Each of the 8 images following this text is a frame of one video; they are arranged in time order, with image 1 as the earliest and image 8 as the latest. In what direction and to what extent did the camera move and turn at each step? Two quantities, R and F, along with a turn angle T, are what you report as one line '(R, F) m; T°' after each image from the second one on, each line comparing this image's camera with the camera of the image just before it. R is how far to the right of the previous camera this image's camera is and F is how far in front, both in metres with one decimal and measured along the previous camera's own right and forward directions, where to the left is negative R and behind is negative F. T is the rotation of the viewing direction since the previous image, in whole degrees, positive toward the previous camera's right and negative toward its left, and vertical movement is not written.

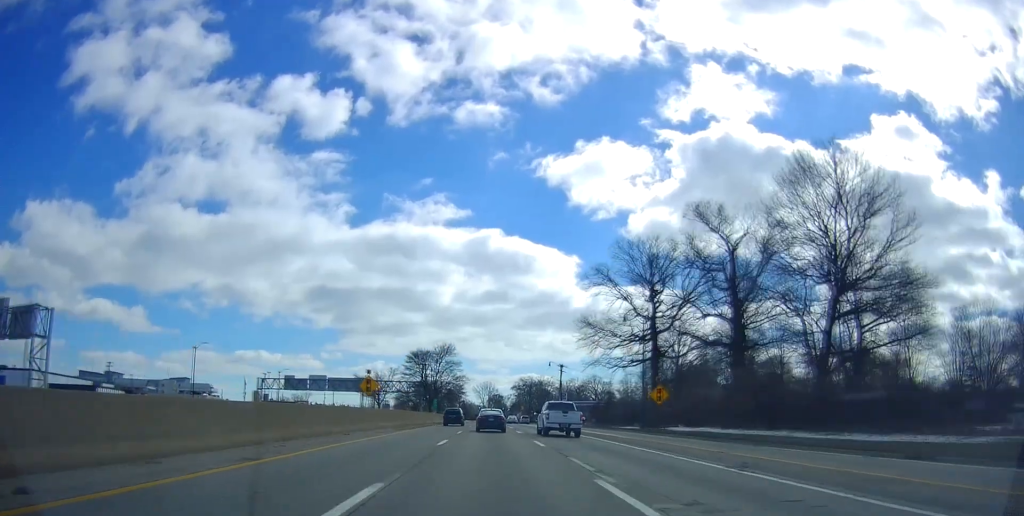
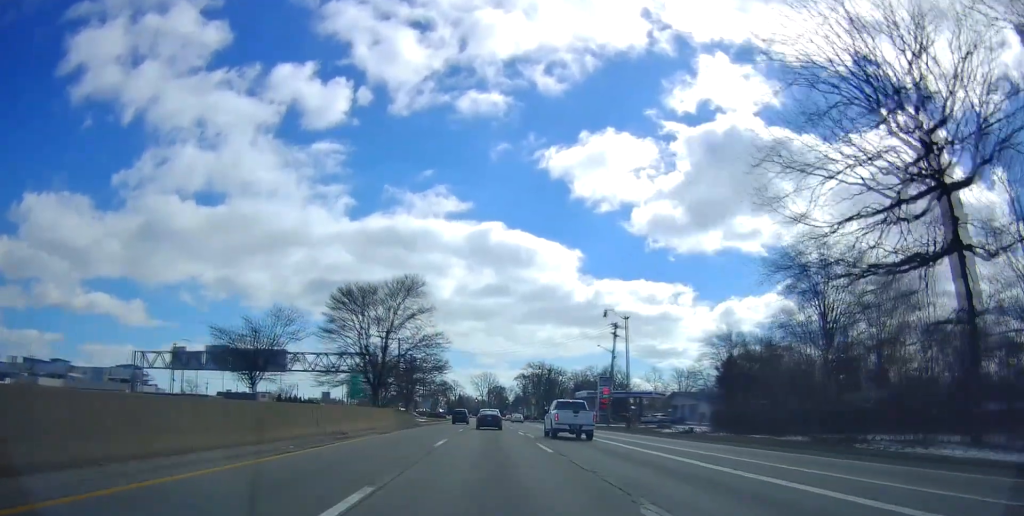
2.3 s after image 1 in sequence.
(+0.4, +49.0) m; 0°
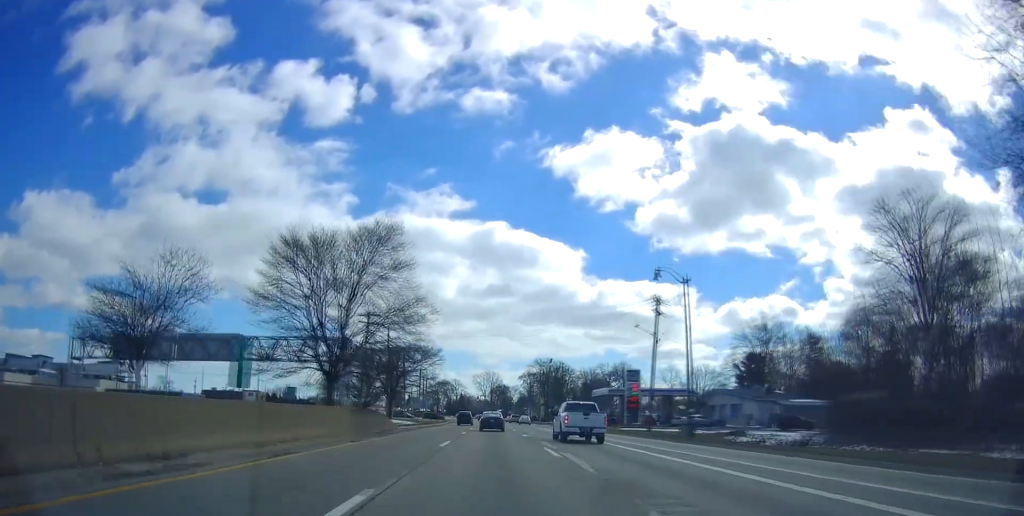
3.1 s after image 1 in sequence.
(-0.4, +15.2) m; 0°
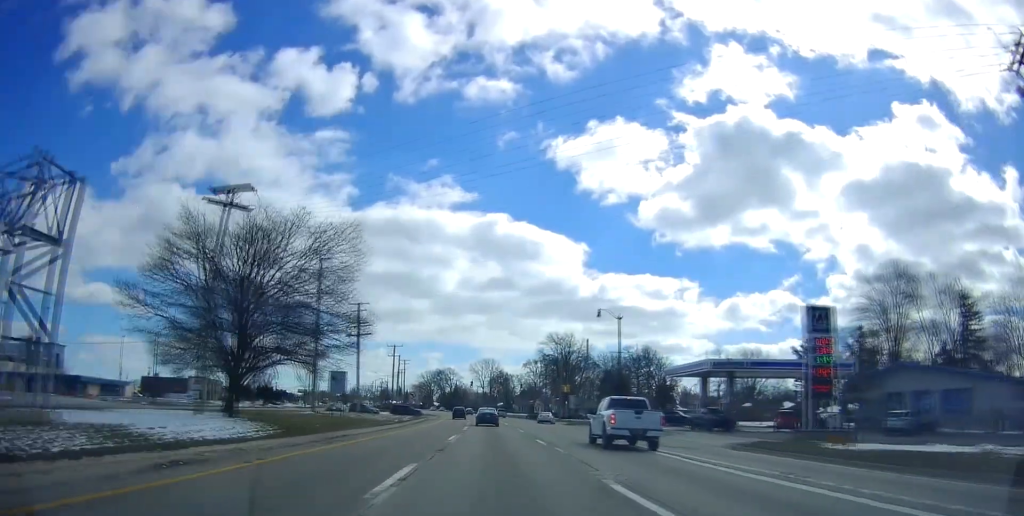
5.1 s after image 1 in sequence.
(+0.7, +42.0) m; +1°
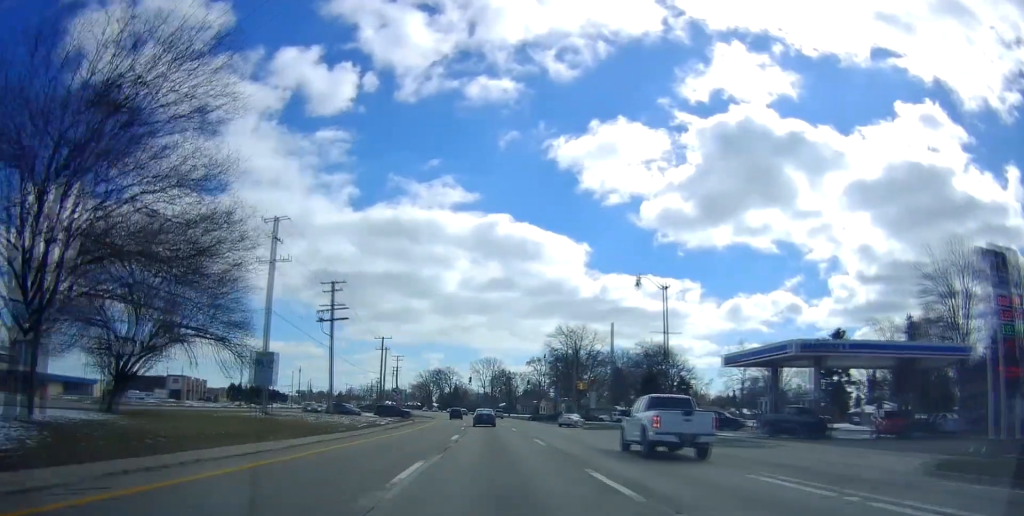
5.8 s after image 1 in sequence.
(-0.2, +14.0) m; 0°
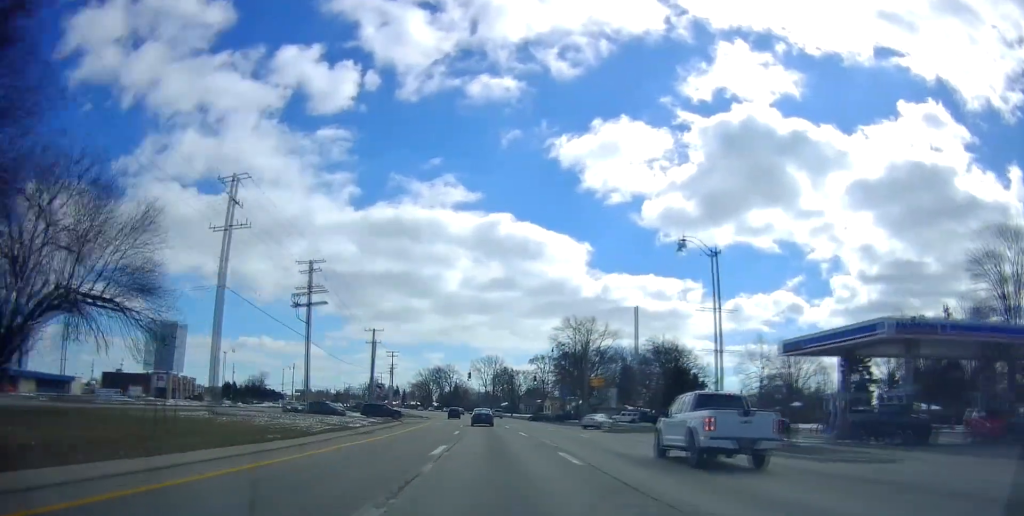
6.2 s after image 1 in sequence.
(+0.3, +9.2) m; 0°
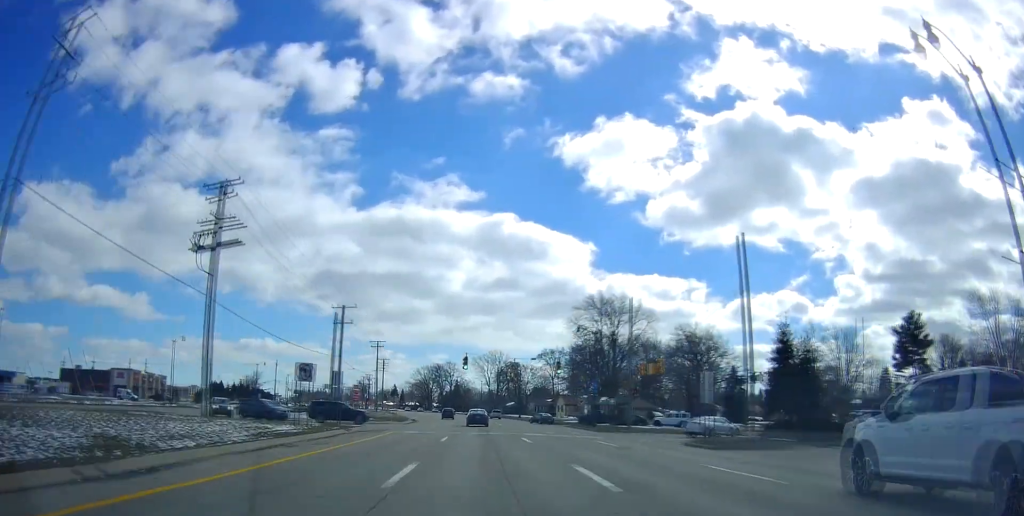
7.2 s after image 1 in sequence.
(-0.2, +21.6) m; 0°
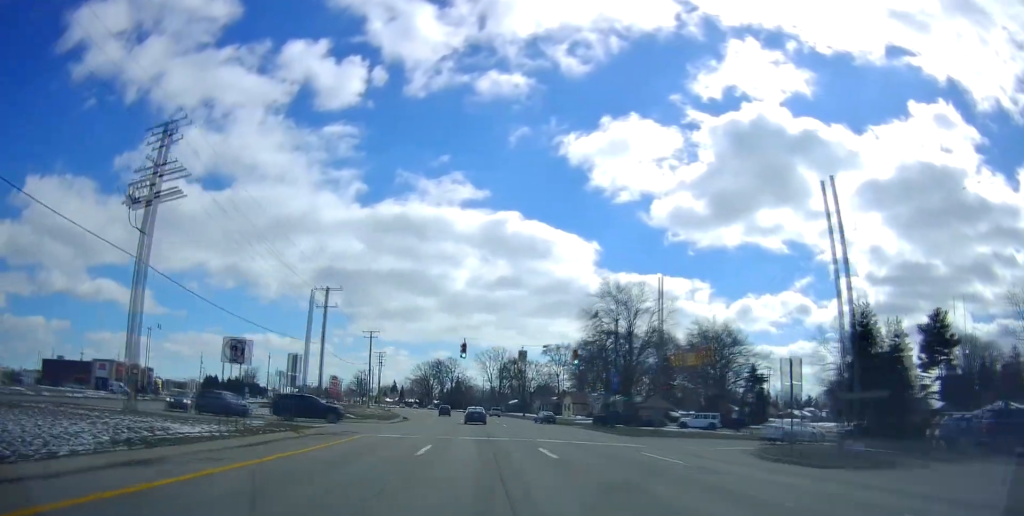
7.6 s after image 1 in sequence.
(-0.1, +8.7) m; 0°
